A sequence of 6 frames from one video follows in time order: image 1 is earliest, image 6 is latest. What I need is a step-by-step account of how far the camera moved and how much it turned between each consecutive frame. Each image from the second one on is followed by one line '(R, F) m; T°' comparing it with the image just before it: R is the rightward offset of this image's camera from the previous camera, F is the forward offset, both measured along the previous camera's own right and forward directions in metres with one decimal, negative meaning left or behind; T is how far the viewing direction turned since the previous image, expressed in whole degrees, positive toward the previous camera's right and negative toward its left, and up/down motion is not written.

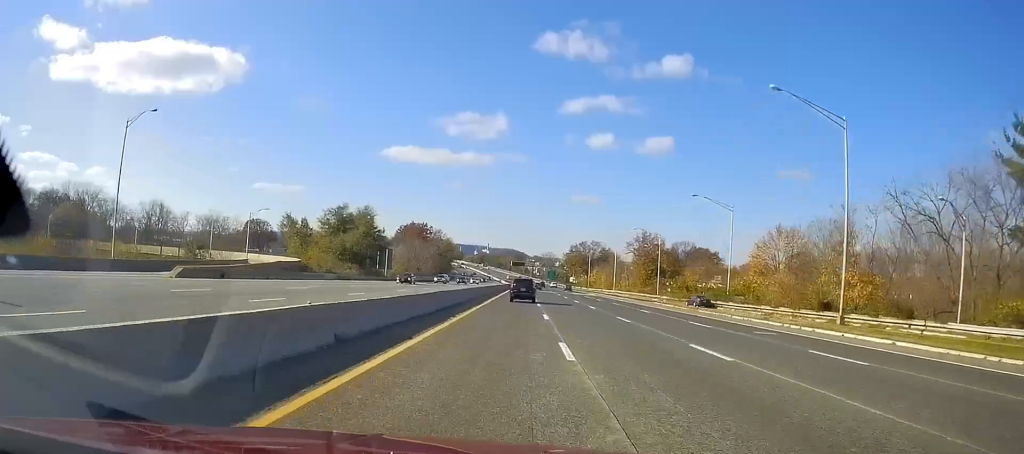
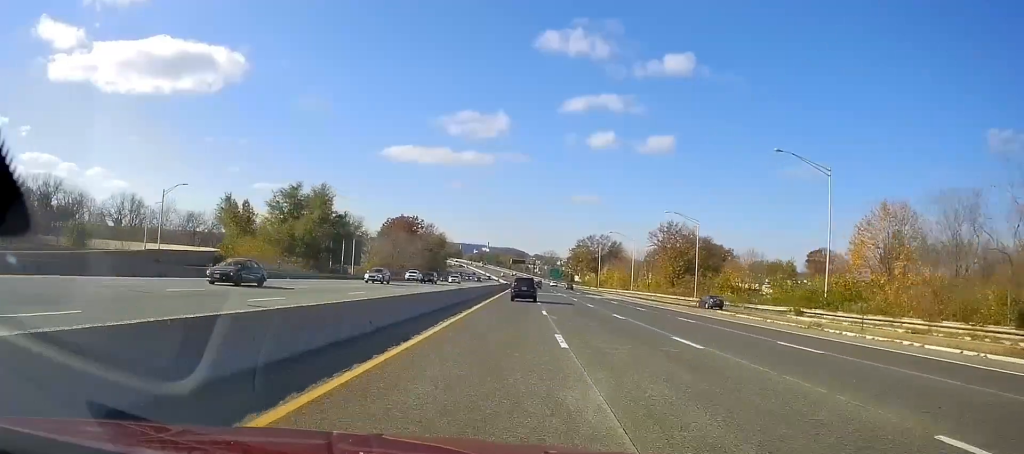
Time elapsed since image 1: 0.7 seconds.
(-0.2, +24.1) m; 0°
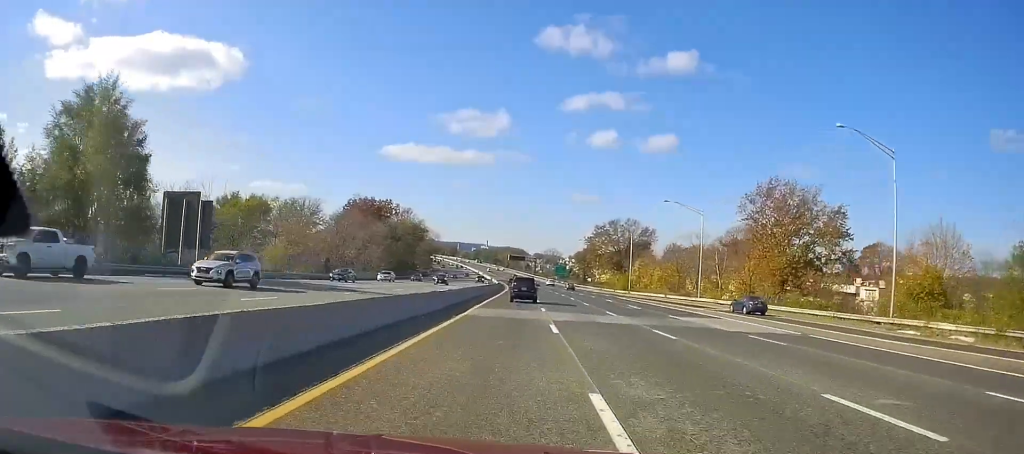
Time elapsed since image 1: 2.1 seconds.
(+0.2, +48.9) m; 0°
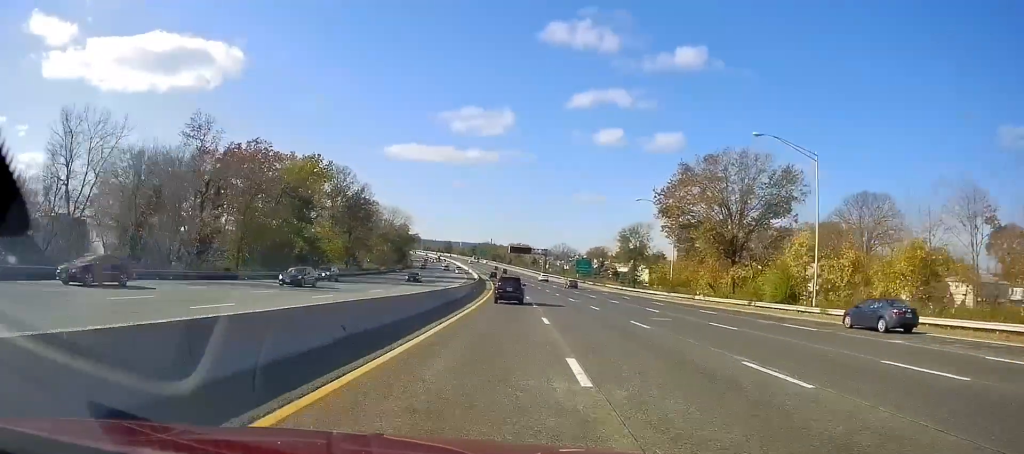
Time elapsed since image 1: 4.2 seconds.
(-1.1, +74.5) m; 0°
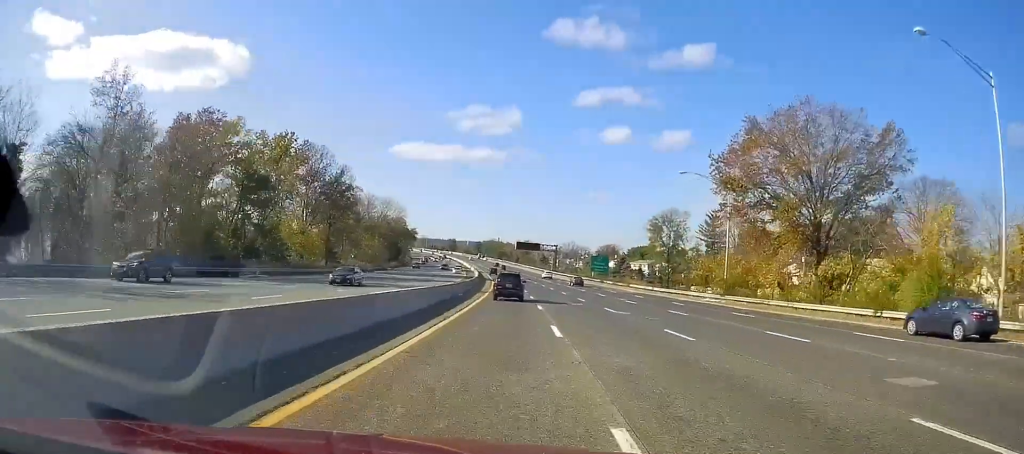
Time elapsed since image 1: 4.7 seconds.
(+0.3, +19.3) m; 0°
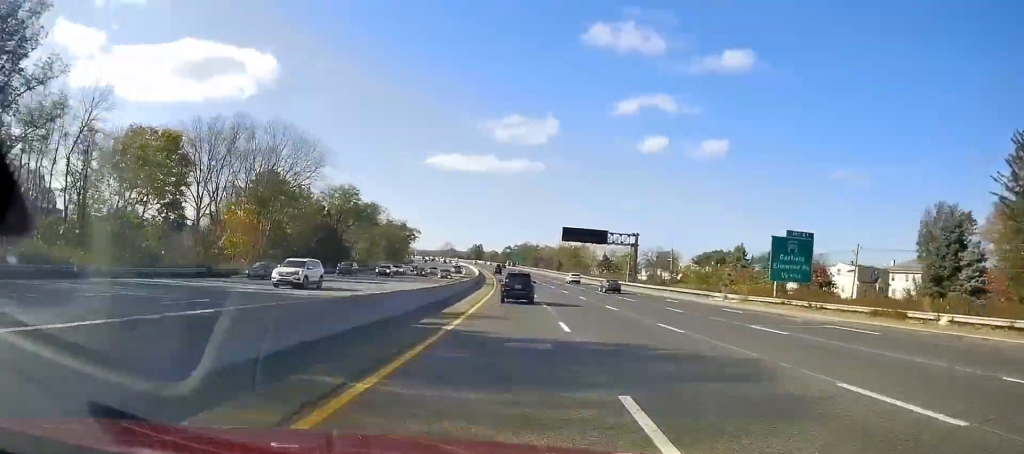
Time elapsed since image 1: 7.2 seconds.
(-3.1, +90.5) m; -4°
